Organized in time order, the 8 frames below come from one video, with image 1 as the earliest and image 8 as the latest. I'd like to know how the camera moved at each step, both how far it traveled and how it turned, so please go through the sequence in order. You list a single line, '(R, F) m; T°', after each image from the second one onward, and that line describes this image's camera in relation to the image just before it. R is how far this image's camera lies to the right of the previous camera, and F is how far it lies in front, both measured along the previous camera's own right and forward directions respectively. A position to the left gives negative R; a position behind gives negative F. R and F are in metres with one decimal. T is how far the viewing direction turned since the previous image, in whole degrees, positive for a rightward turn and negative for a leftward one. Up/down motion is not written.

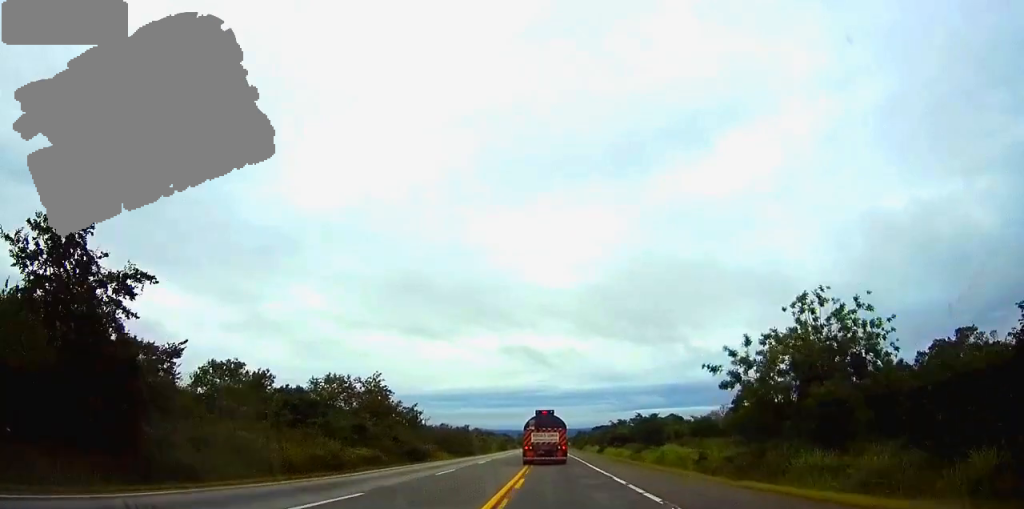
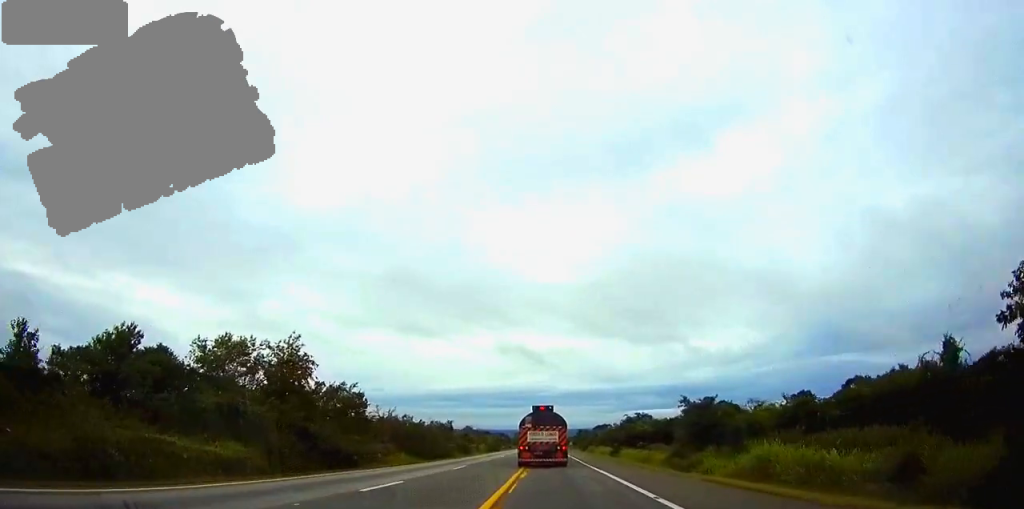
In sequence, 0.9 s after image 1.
(+0.1, +27.6) m; 0°
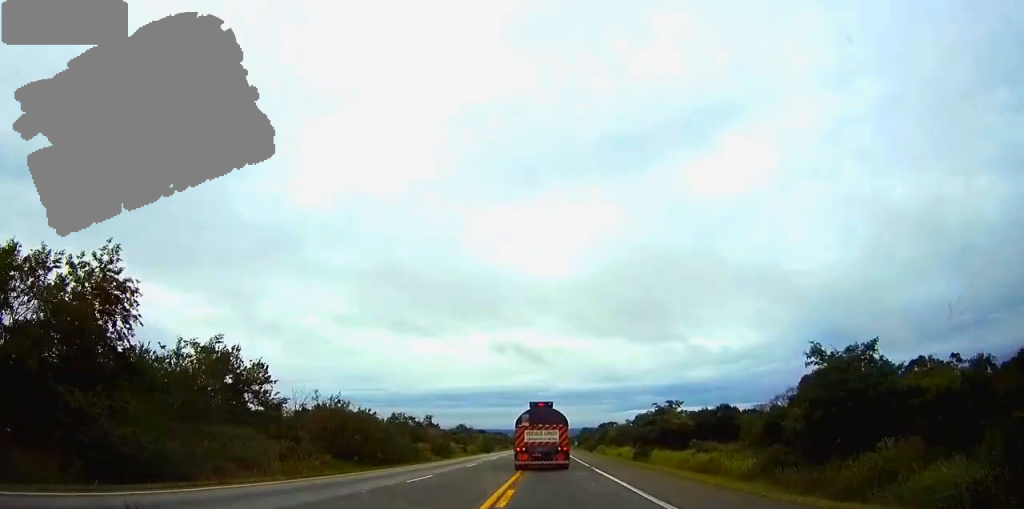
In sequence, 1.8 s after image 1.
(0.0, +26.8) m; 0°
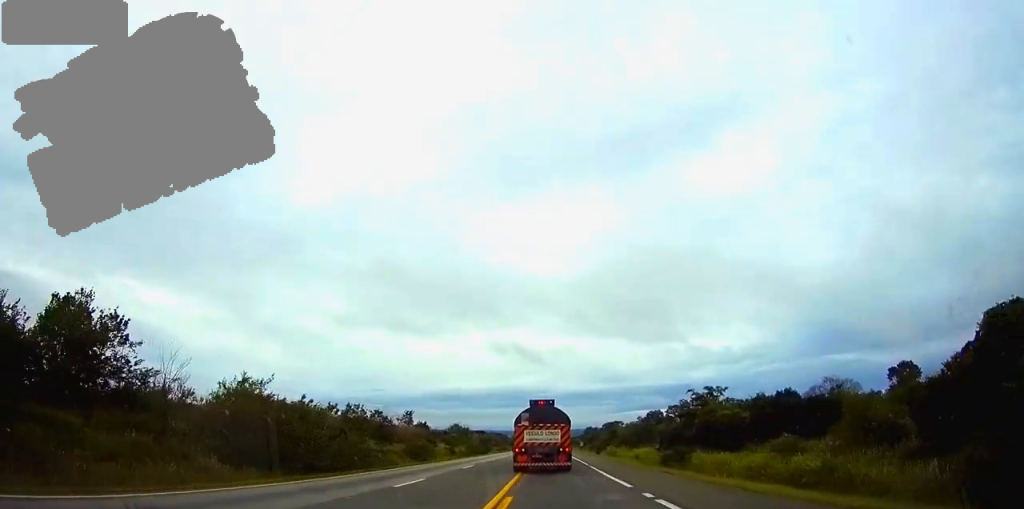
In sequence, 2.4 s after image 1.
(0.0, +18.5) m; 0°
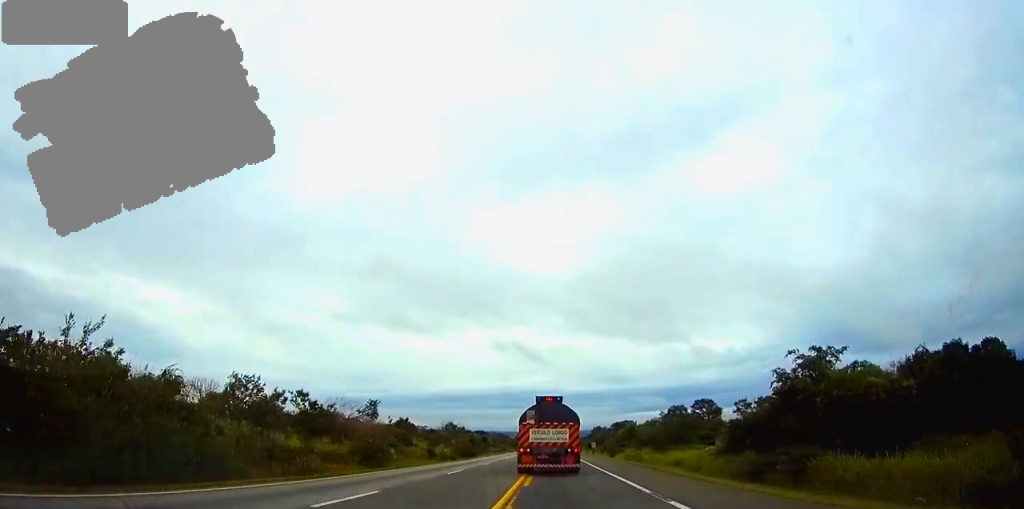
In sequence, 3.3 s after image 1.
(-0.1, +23.9) m; 0°
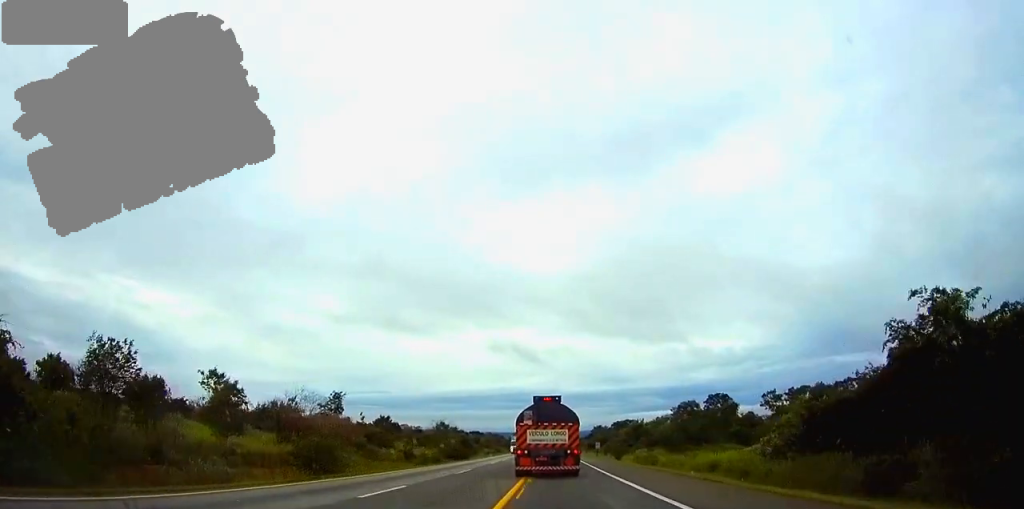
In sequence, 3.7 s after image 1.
(0.0, +13.1) m; 0°
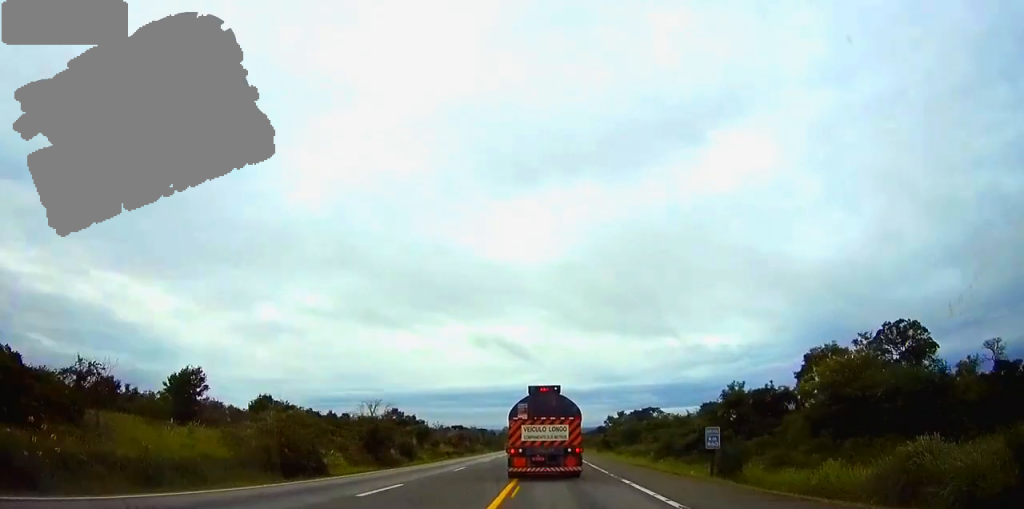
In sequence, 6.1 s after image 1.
(+0.3, +65.4) m; 0°
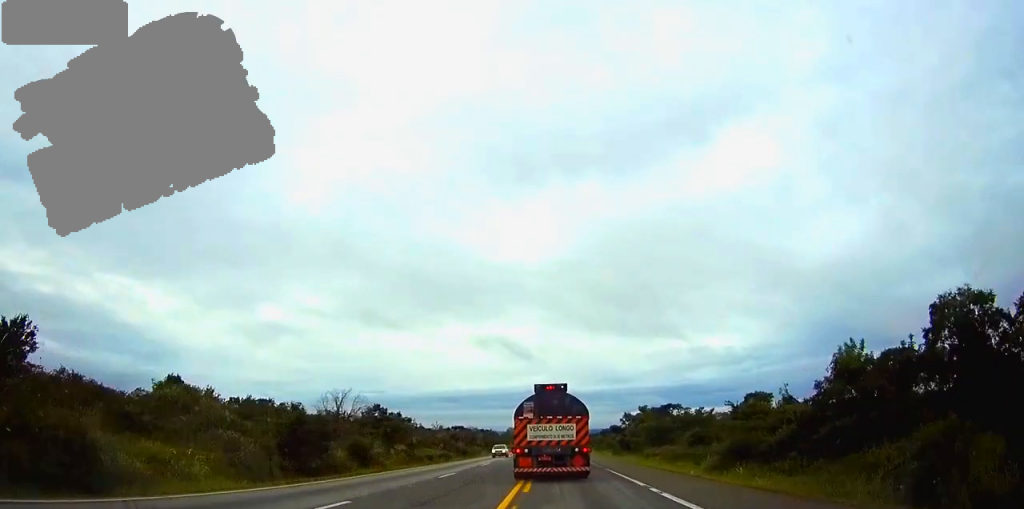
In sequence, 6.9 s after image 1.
(-0.2, +22.5) m; -1°
